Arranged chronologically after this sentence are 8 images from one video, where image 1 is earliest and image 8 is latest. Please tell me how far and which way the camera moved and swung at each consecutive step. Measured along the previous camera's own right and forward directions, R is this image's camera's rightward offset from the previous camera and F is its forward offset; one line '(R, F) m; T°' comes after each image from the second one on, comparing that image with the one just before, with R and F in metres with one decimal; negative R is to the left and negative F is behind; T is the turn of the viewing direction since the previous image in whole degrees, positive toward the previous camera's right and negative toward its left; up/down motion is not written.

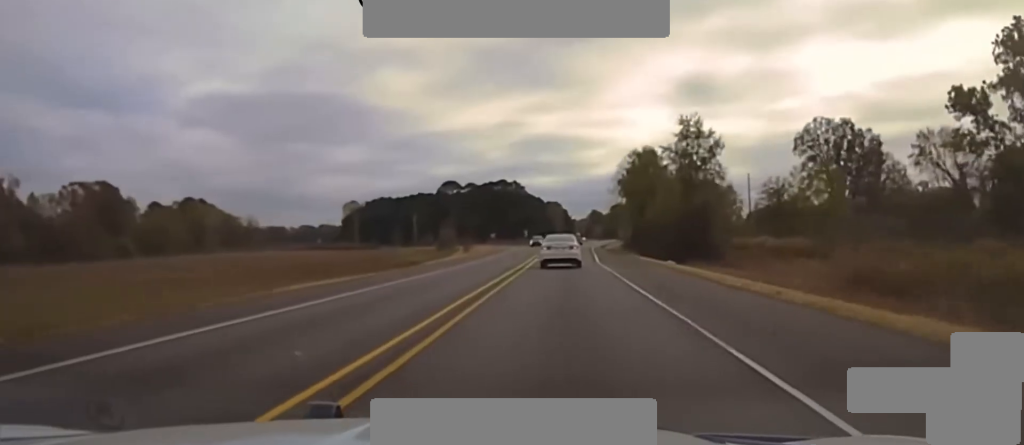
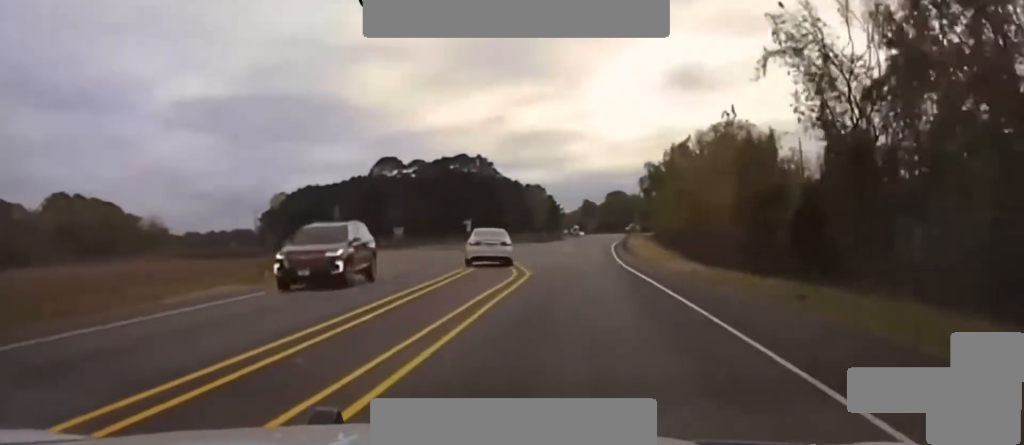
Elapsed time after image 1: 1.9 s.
(-0.2, +89.4) m; -1°
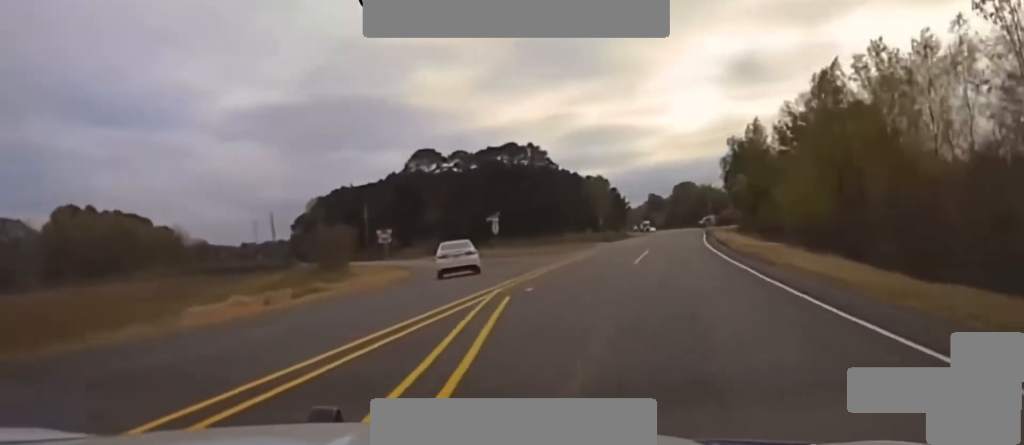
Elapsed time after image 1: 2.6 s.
(-0.3, +31.1) m; -1°
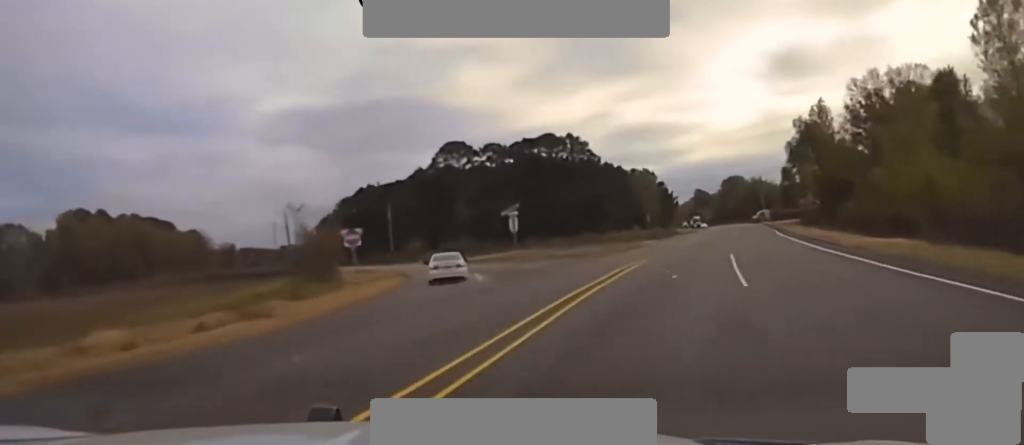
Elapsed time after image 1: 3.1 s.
(-0.1, +16.4) m; -1°
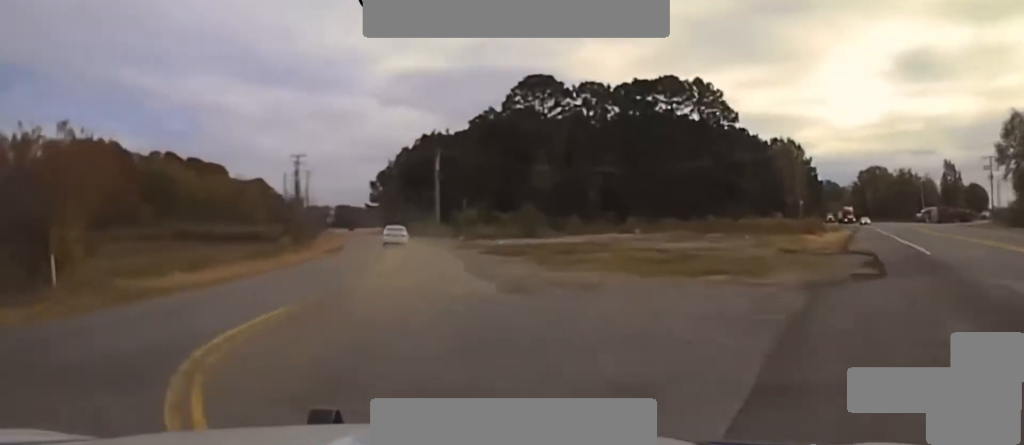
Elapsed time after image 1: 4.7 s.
(-2.4, +48.0) m; -10°
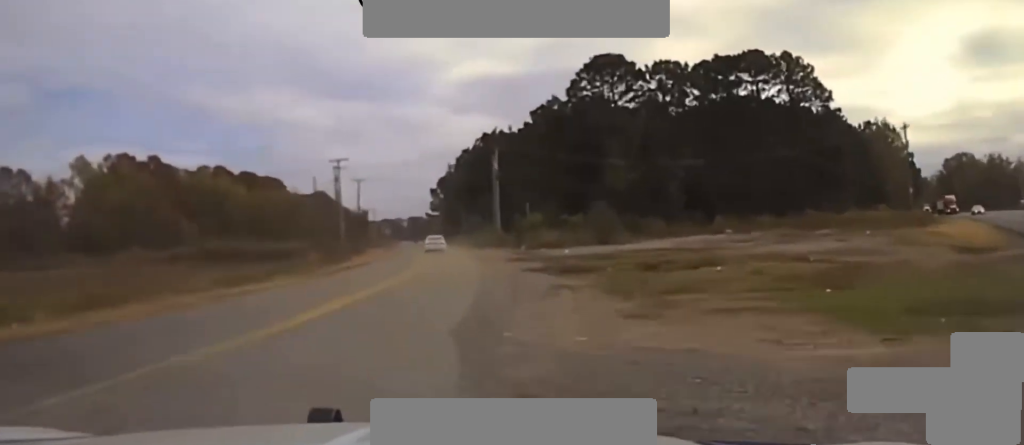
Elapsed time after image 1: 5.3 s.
(-1.1, +15.2) m; -5°
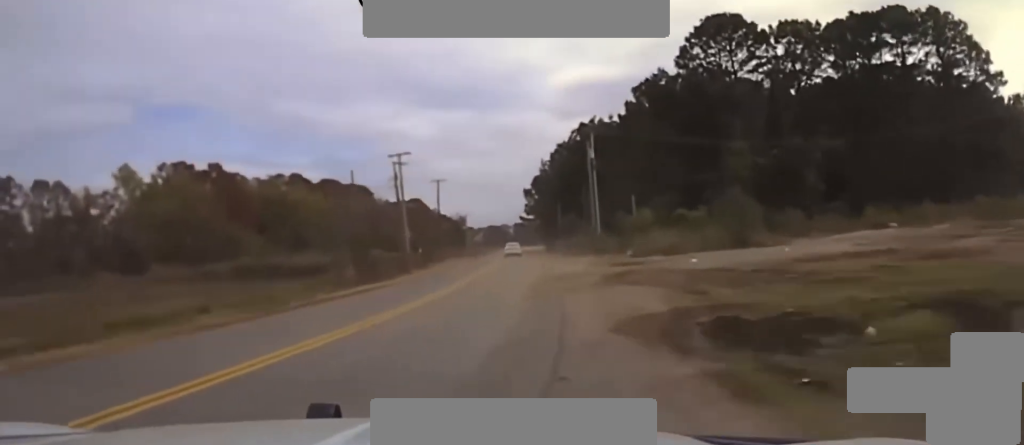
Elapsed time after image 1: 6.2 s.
(-1.5, +21.1) m; -7°
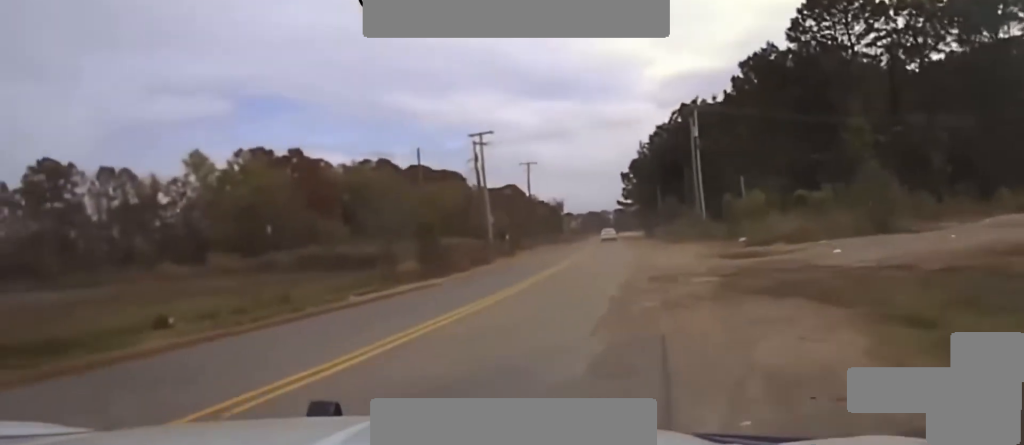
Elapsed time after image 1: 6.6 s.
(-0.2, +8.8) m; -3°
